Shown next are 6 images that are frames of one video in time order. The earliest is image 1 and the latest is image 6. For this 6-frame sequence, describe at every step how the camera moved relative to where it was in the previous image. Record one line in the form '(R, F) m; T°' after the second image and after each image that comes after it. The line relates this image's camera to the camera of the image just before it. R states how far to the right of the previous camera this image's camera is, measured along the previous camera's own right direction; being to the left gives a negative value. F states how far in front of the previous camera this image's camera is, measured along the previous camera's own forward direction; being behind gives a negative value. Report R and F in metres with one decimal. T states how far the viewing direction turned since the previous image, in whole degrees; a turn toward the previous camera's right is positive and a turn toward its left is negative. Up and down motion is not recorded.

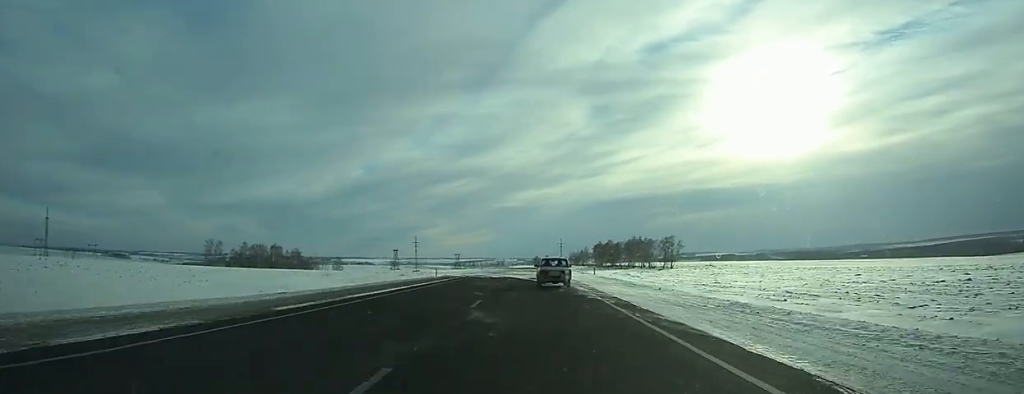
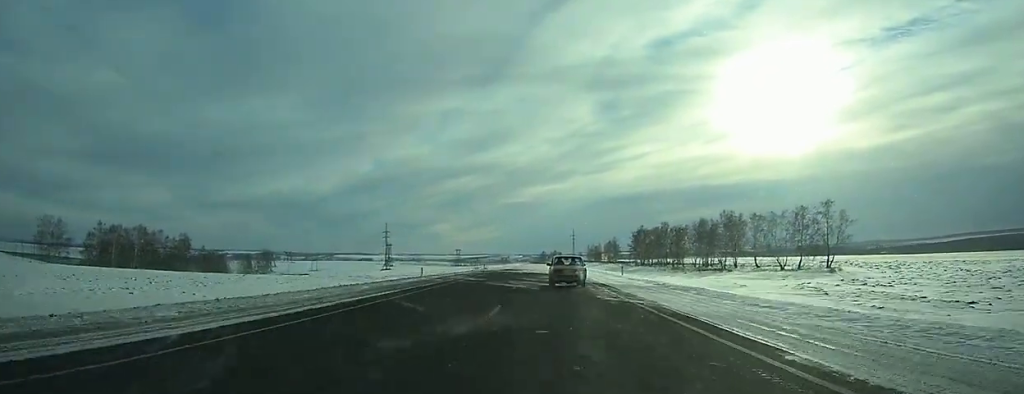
(-0.4, +103.1) m; 0°
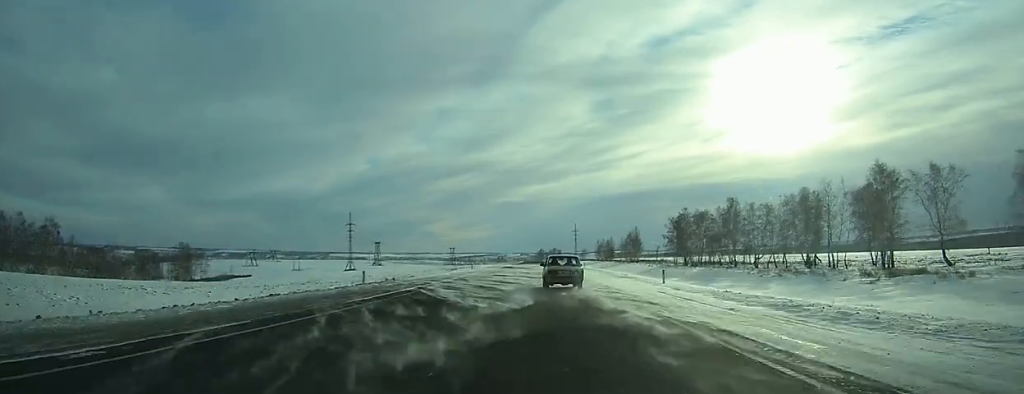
(0.0, +61.9) m; 0°
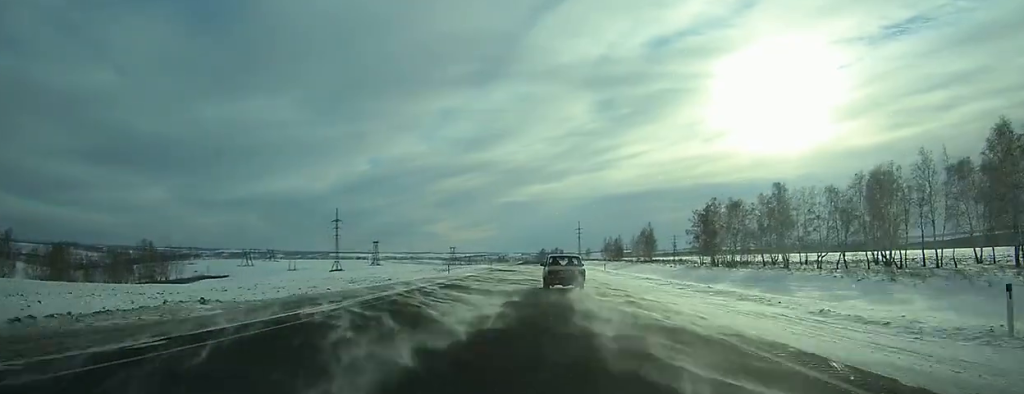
(-0.1, +22.0) m; 0°
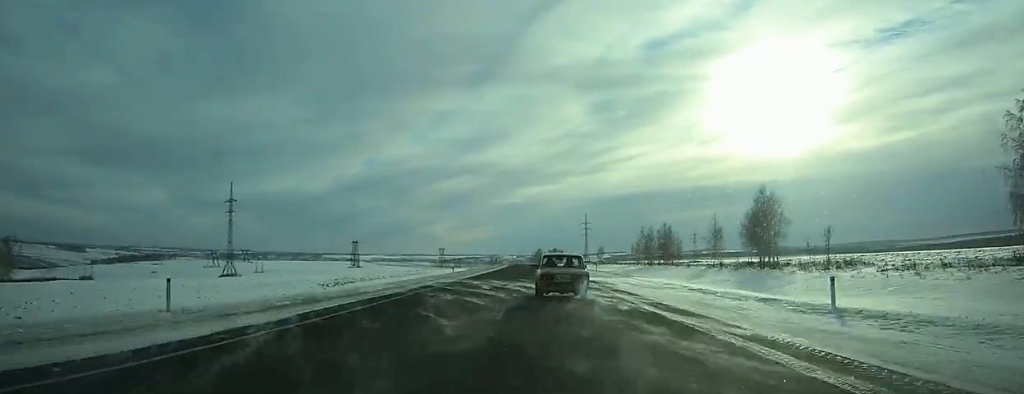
(-0.1, +92.9) m; 0°
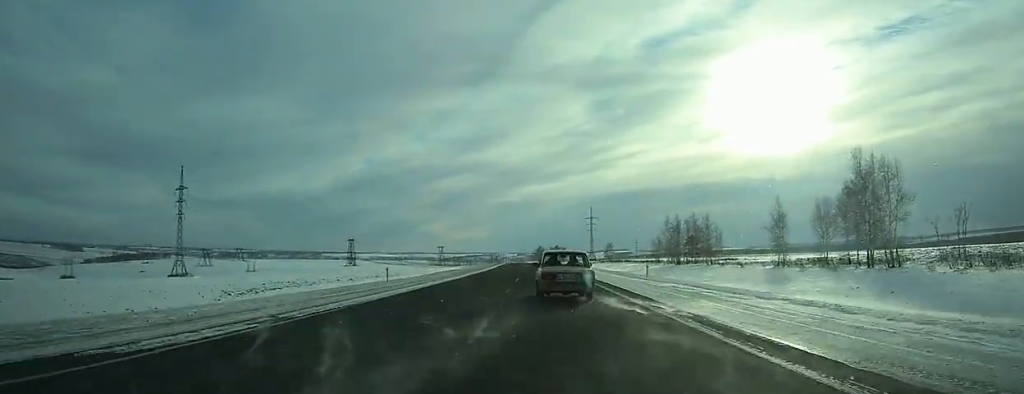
(0.0, +27.6) m; 0°
